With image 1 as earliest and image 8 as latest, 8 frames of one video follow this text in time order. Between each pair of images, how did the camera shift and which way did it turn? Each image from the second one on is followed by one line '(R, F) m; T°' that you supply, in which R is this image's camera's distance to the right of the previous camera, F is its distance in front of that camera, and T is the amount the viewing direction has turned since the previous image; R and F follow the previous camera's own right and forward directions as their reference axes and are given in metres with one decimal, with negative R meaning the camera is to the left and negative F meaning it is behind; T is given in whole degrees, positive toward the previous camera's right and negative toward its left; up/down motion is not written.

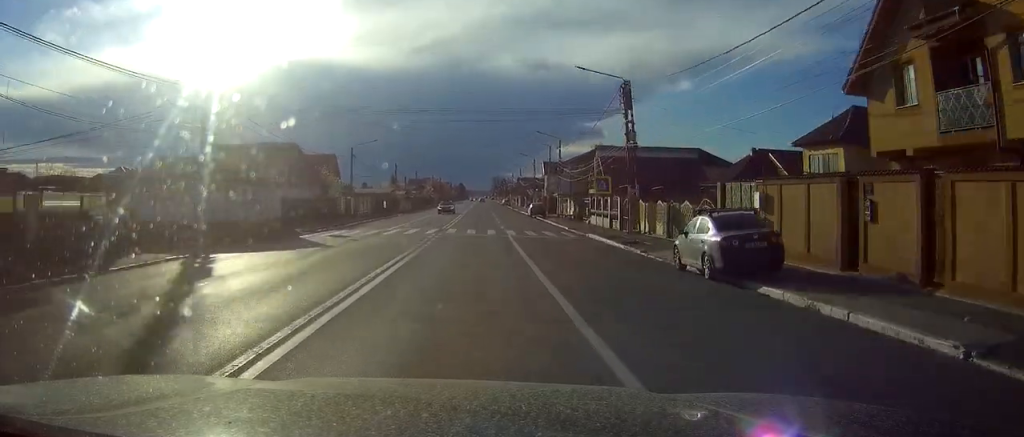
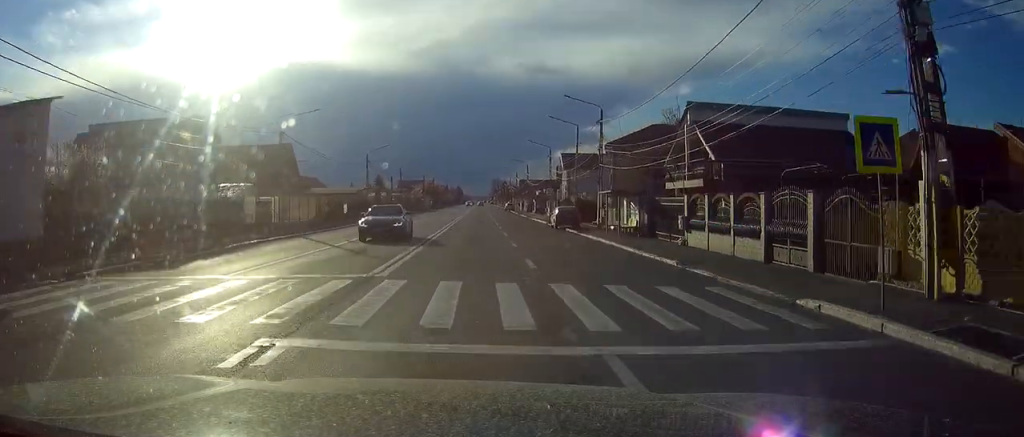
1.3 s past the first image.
(+0.1, +26.0) m; 0°
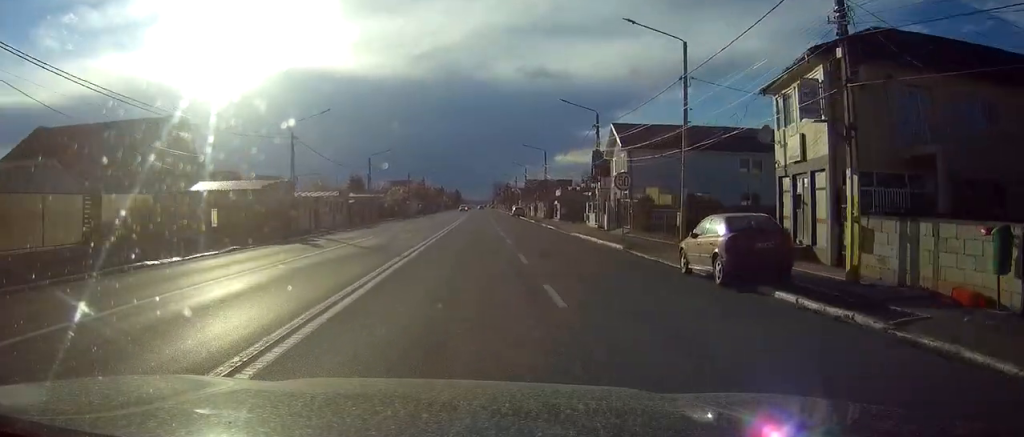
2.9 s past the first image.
(-0.1, +33.2) m; 0°
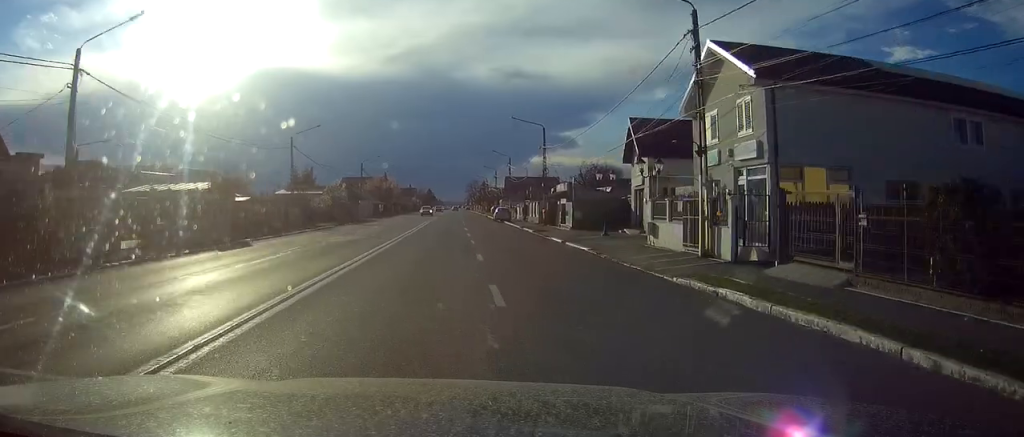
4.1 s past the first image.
(+0.2, +26.7) m; +1°
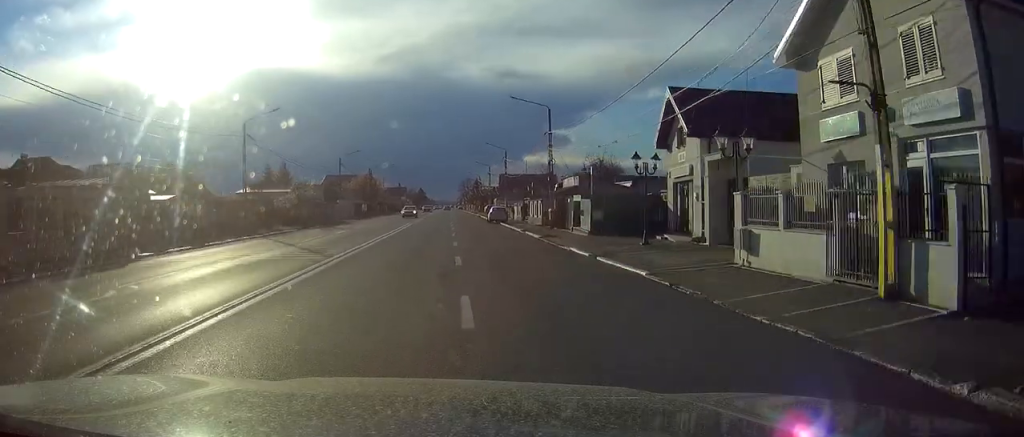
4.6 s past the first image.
(+0.1, +10.8) m; 0°
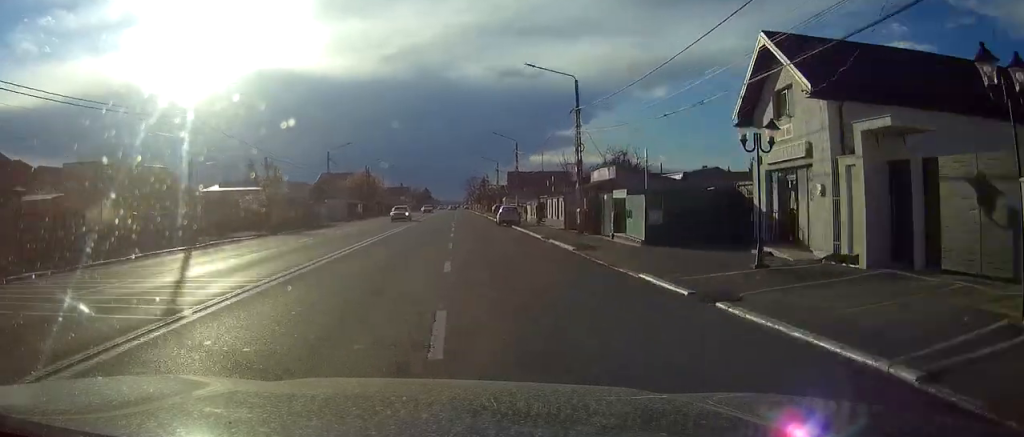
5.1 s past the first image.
(+0.1, +10.8) m; 0°
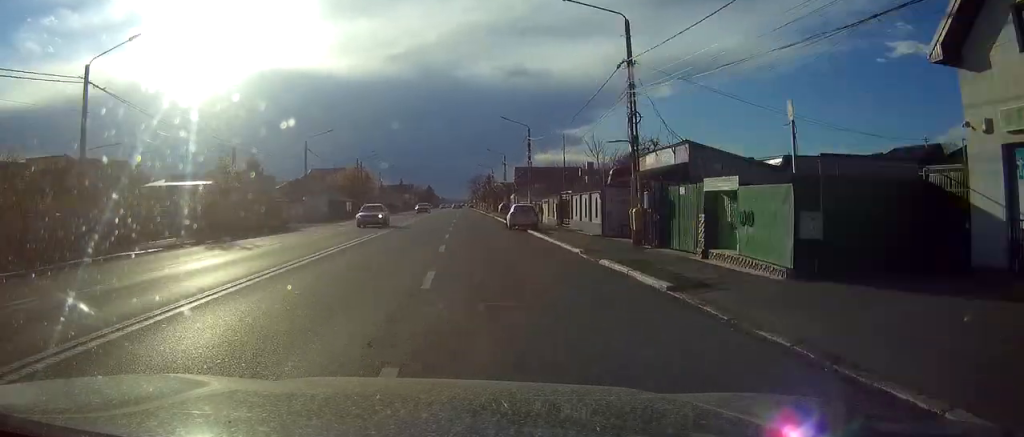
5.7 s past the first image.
(0.0, +12.3) m; 0°
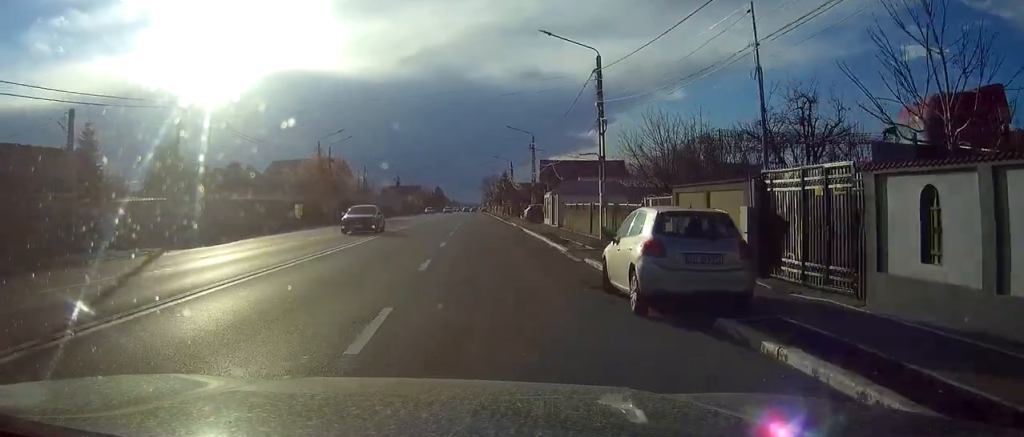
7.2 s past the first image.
(-0.4, +32.0) m; -1°
